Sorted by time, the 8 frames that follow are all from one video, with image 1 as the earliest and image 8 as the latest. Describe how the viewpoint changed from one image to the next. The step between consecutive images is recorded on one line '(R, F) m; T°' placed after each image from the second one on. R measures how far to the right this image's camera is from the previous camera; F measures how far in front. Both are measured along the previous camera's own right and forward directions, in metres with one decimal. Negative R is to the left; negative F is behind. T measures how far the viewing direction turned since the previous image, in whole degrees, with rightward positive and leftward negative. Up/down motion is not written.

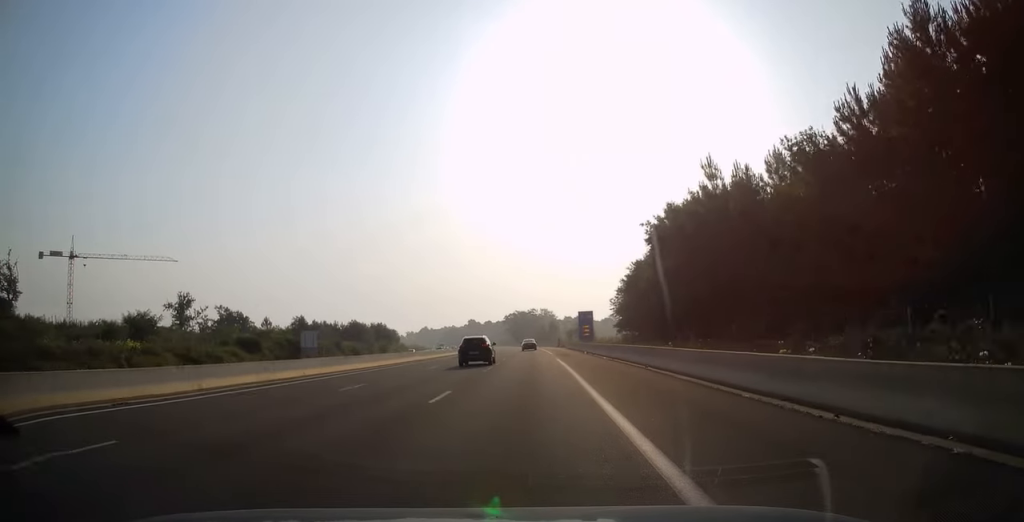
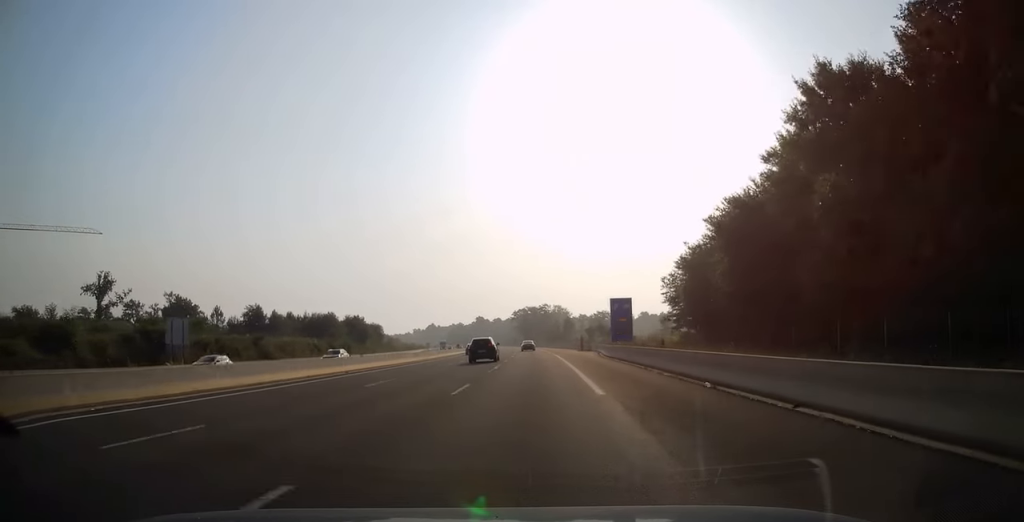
(0.0, +36.6) m; -1°
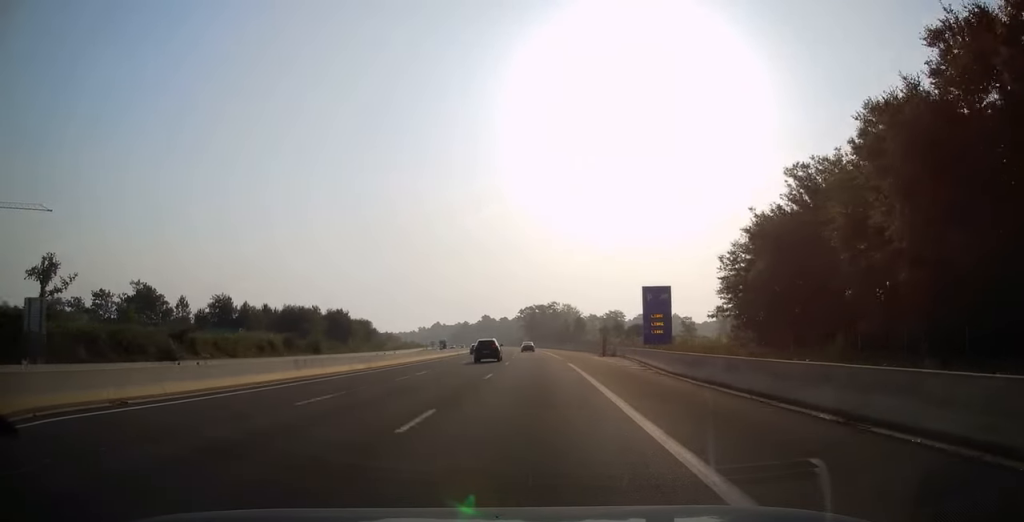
(-0.3, +19.6) m; -1°
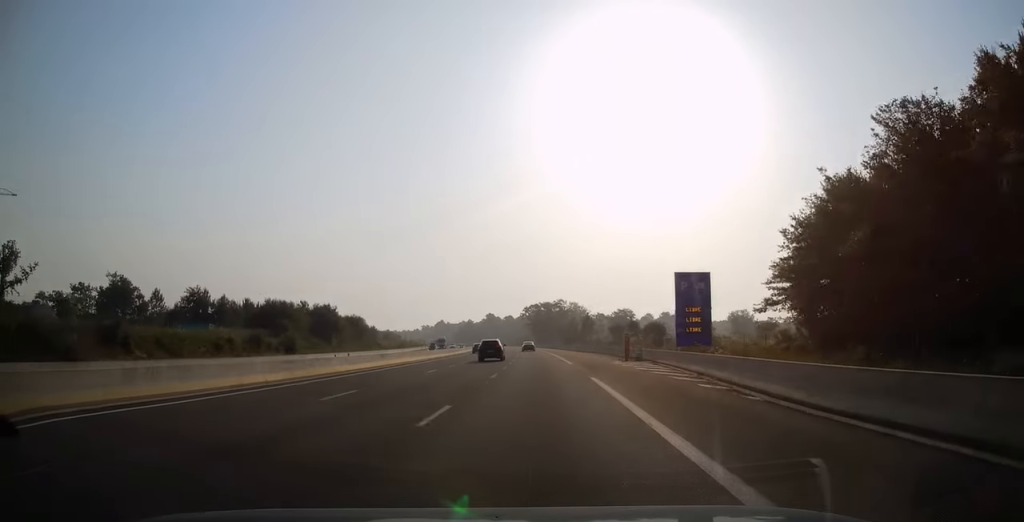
(0.0, +12.2) m; -1°
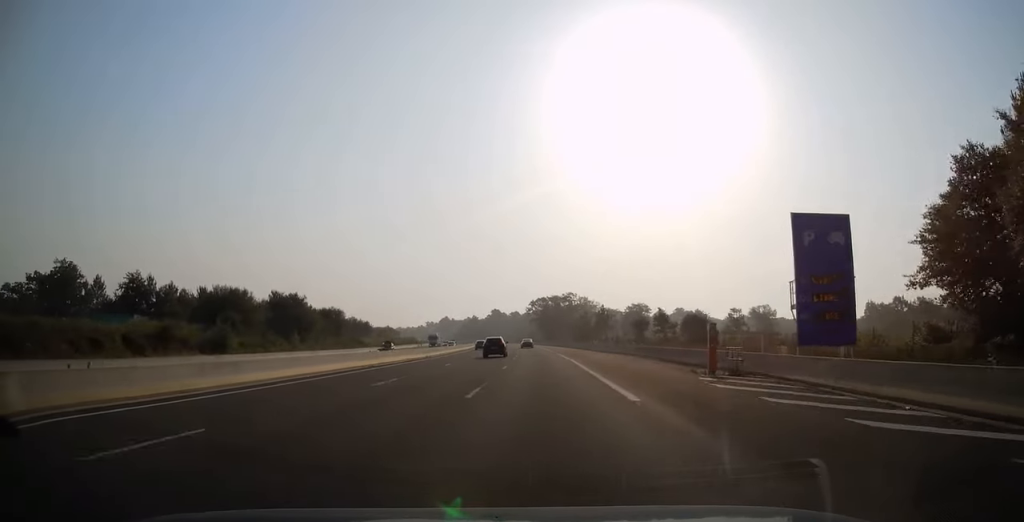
(-0.3, +21.5) m; -1°
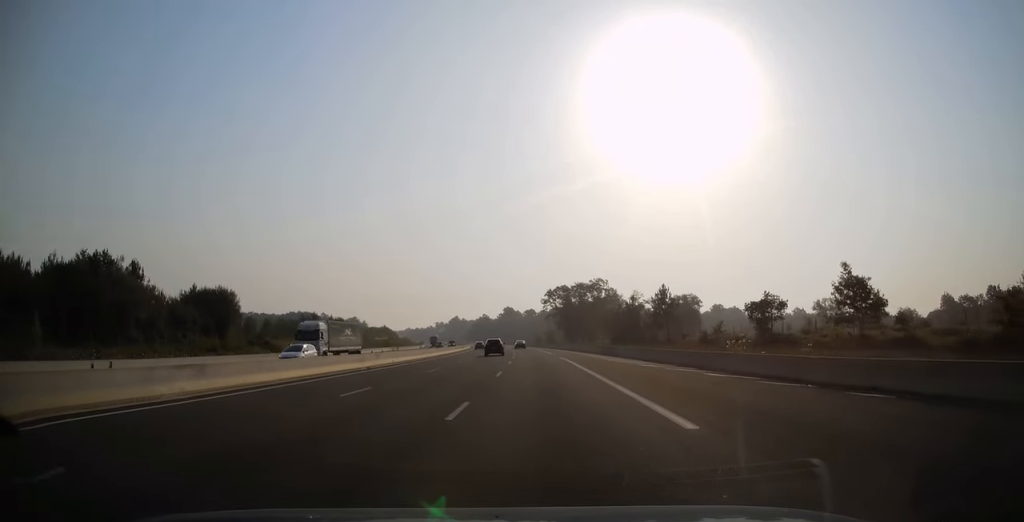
(-0.9, +55.7) m; -2°
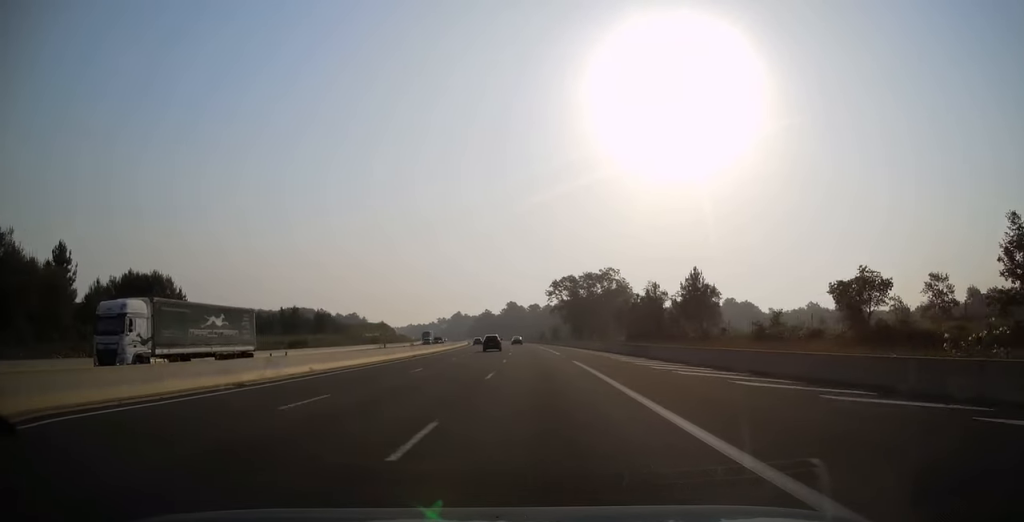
(-0.1, +16.7) m; -1°
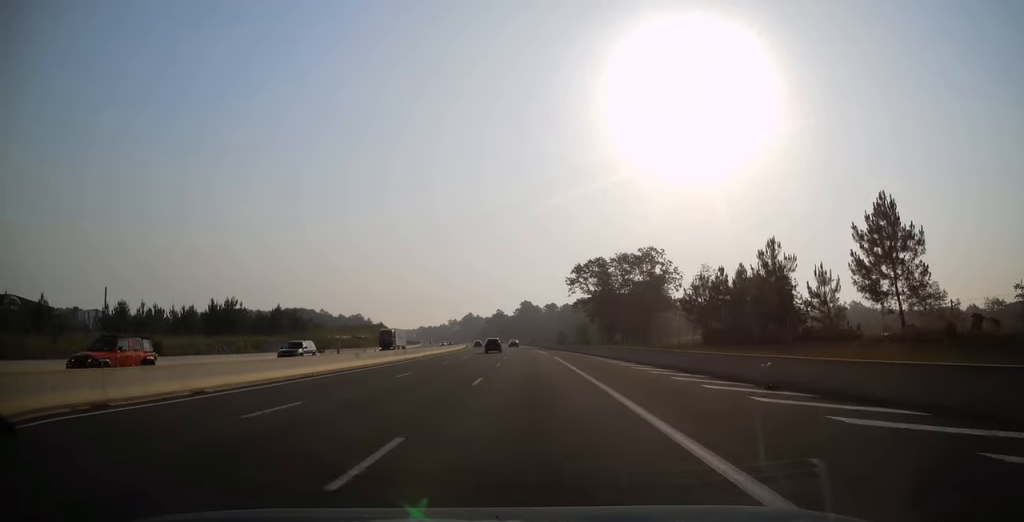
(-0.5, +40.1) m; -2°
